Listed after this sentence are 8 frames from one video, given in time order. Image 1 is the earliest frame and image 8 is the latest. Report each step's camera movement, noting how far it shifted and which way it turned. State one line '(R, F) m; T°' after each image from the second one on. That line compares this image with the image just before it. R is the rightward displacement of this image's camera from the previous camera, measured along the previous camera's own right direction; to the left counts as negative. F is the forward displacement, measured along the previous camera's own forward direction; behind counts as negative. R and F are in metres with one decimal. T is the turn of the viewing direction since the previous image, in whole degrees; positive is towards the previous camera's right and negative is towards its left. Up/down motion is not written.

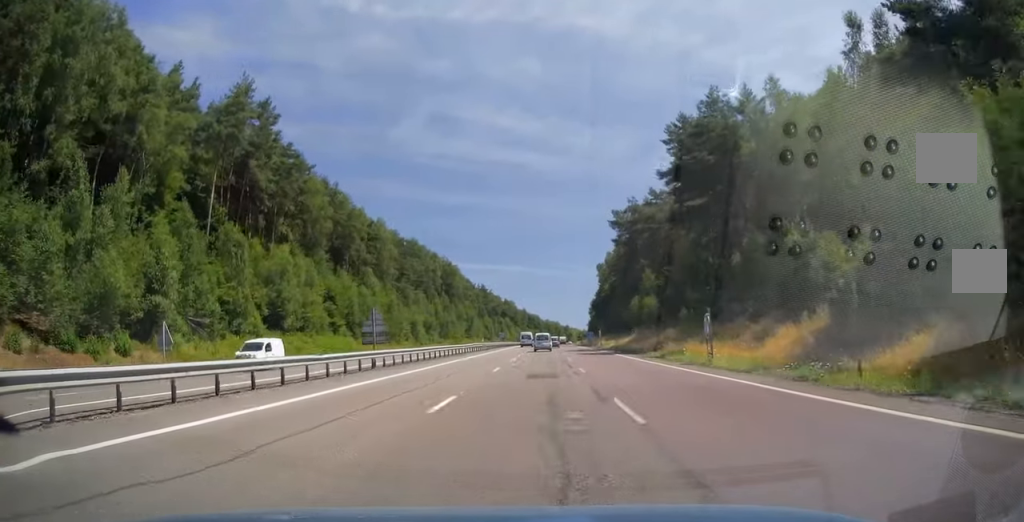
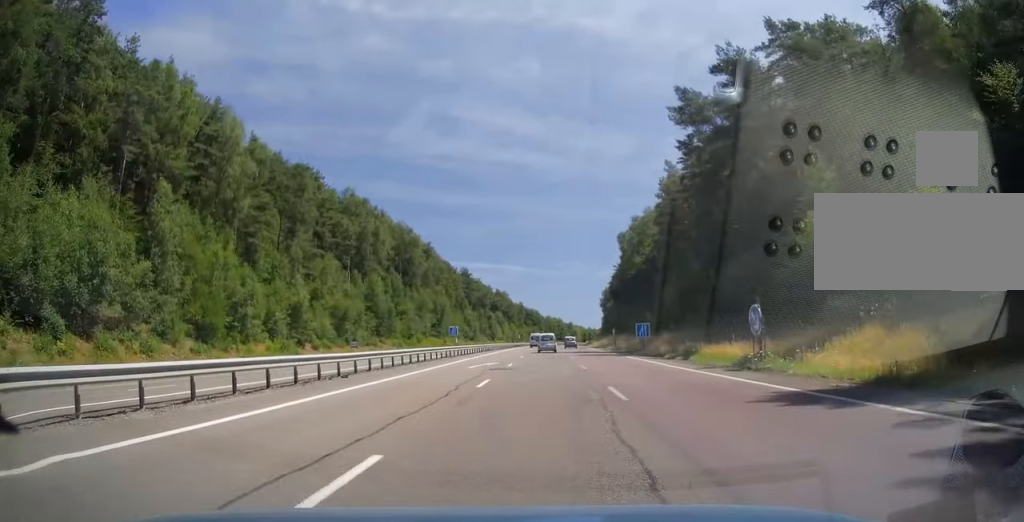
(-0.4, +60.4) m; 0°
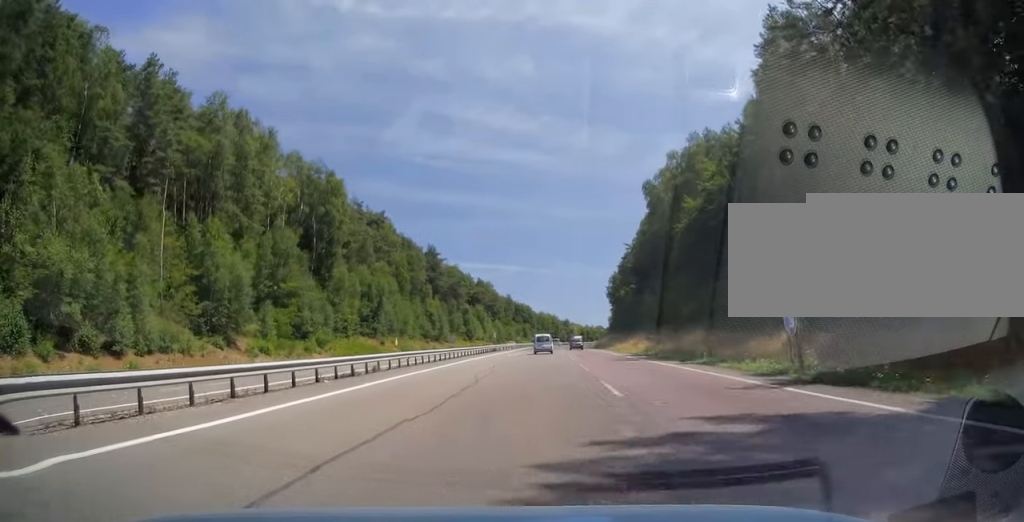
(+0.2, +50.0) m; 0°
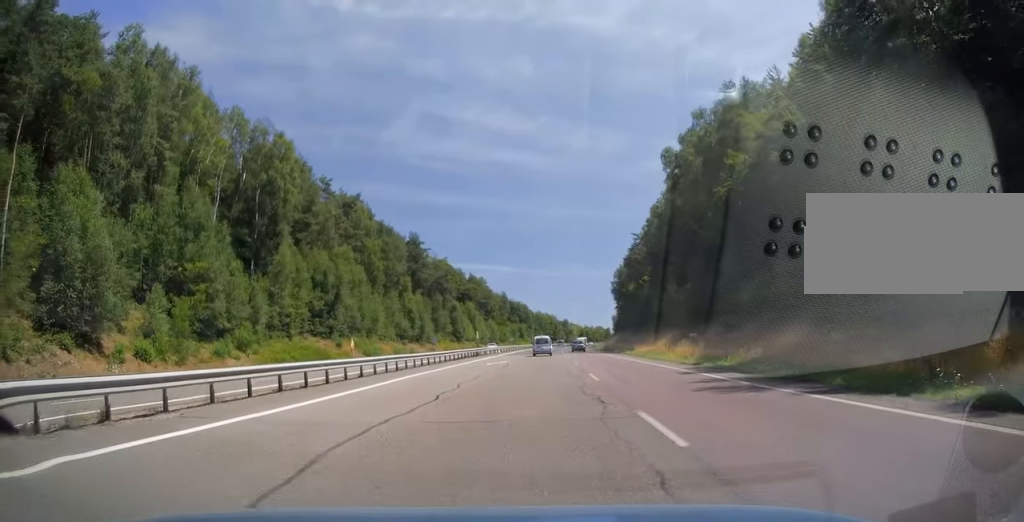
(-0.3, +18.9) m; 0°
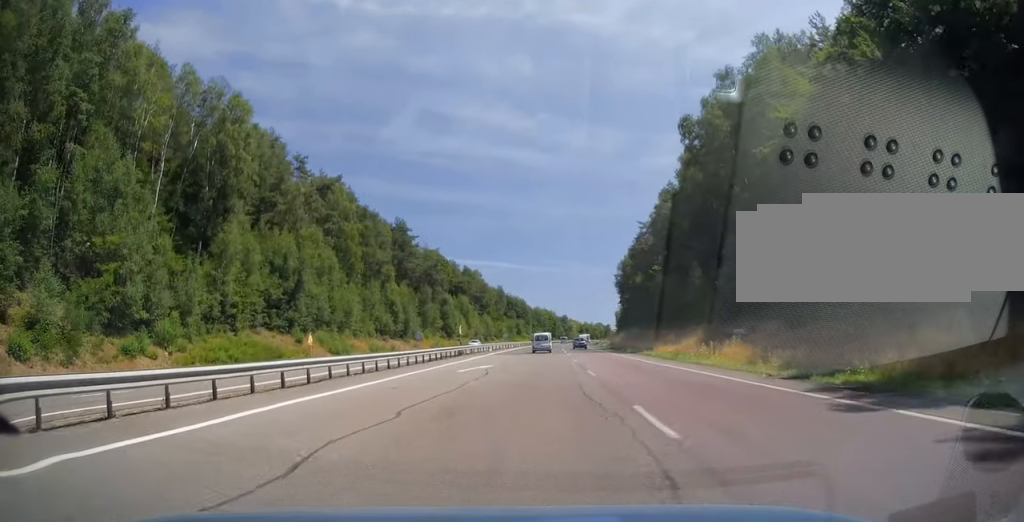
(+0.2, +11.9) m; 0°
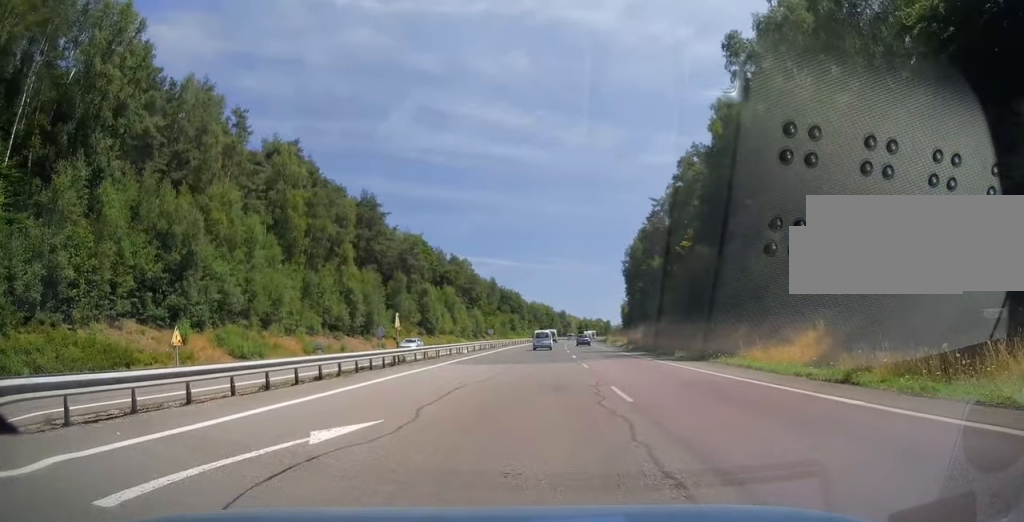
(+0.2, +21.4) m; +1°
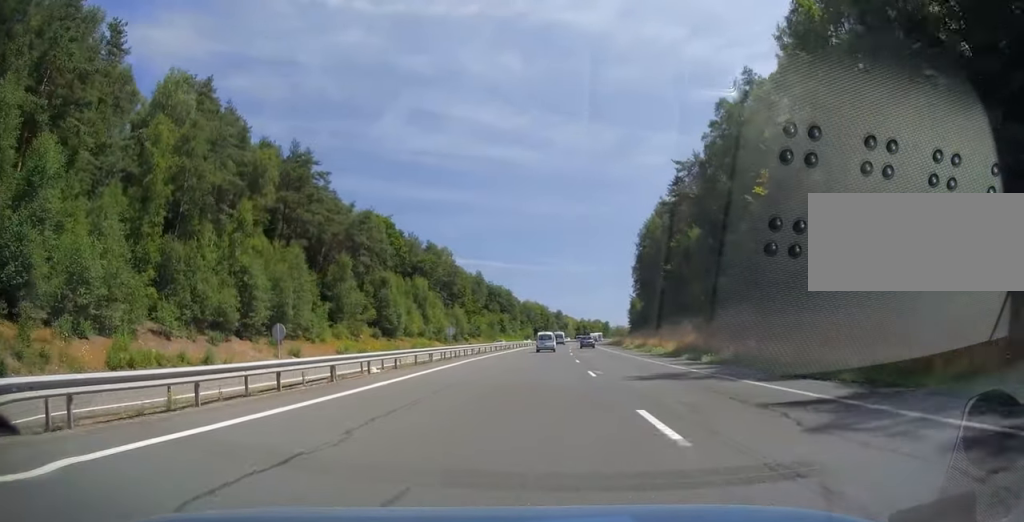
(0.0, +28.3) m; +1°
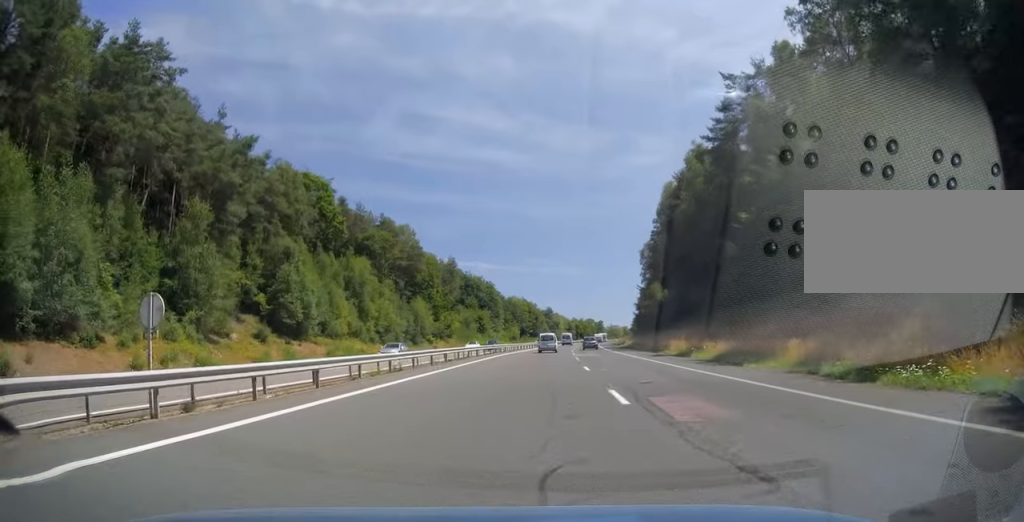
(+0.4, +33.7) m; 0°
